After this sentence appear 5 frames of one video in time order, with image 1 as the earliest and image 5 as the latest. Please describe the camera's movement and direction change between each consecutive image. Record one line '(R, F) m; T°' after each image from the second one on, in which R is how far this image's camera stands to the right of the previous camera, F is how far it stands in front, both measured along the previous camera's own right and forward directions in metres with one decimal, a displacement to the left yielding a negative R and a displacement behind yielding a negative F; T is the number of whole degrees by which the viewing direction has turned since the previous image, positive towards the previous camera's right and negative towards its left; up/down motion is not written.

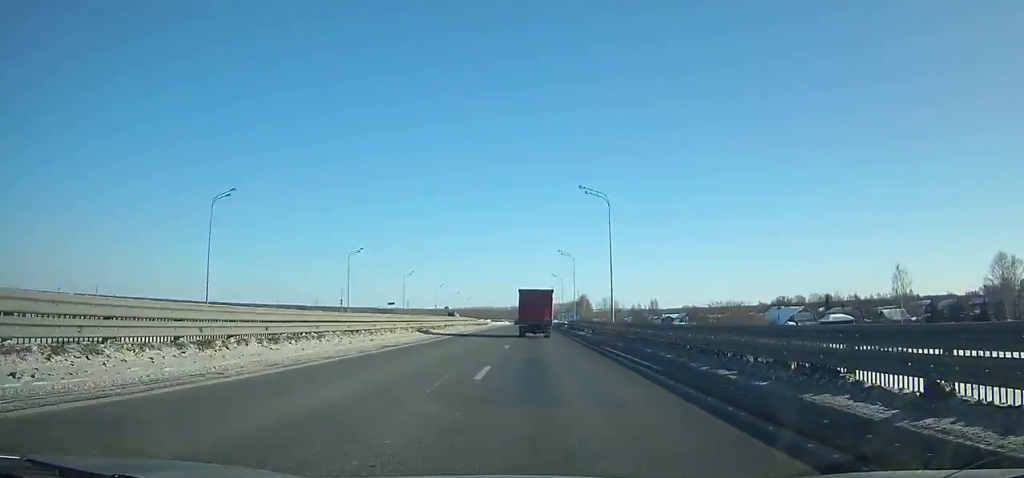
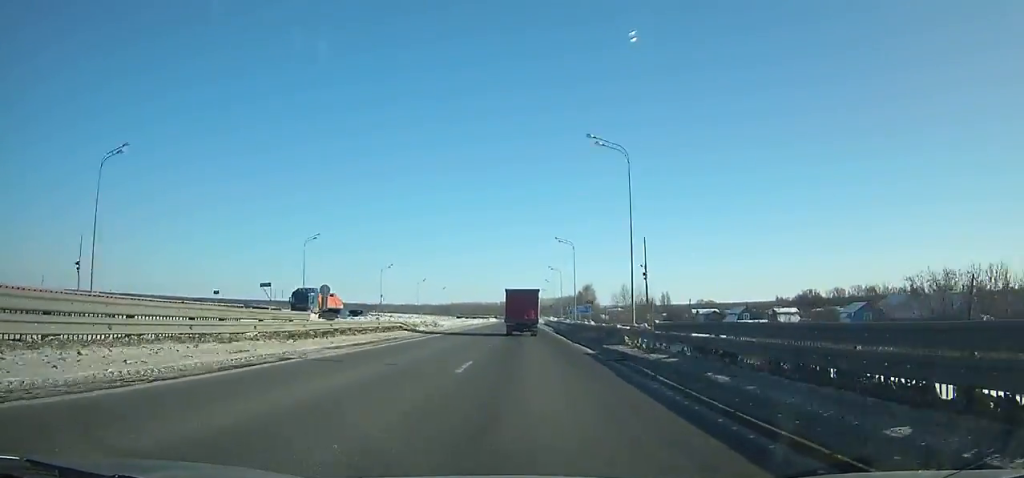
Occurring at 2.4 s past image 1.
(+0.1, +57.8) m; 0°
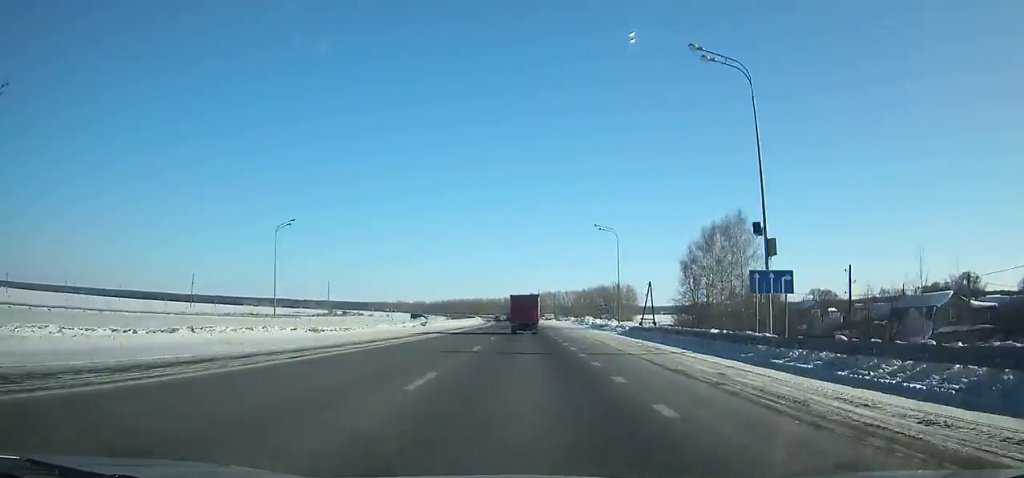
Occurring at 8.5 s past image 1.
(-0.9, +146.3) m; -1°
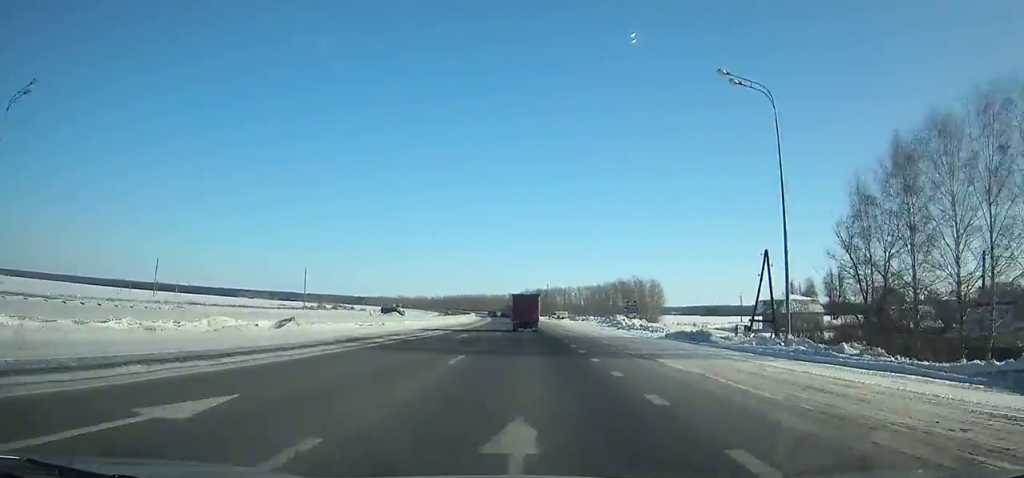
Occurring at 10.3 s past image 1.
(0.0, +43.2) m; -1°
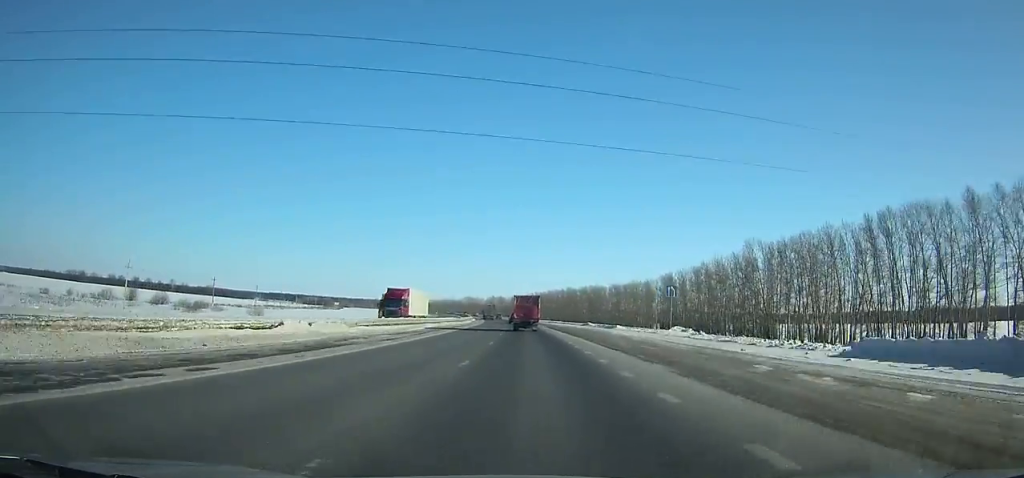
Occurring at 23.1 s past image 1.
(-24.8, +313.1) m; -11°
